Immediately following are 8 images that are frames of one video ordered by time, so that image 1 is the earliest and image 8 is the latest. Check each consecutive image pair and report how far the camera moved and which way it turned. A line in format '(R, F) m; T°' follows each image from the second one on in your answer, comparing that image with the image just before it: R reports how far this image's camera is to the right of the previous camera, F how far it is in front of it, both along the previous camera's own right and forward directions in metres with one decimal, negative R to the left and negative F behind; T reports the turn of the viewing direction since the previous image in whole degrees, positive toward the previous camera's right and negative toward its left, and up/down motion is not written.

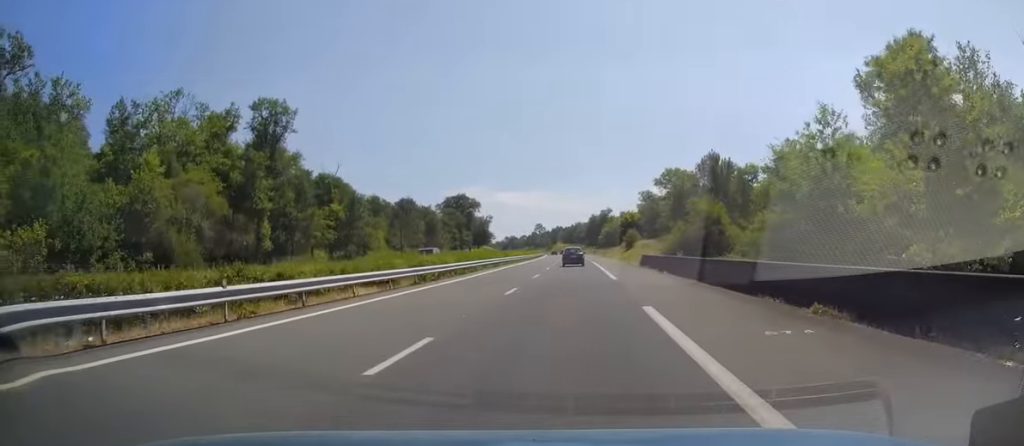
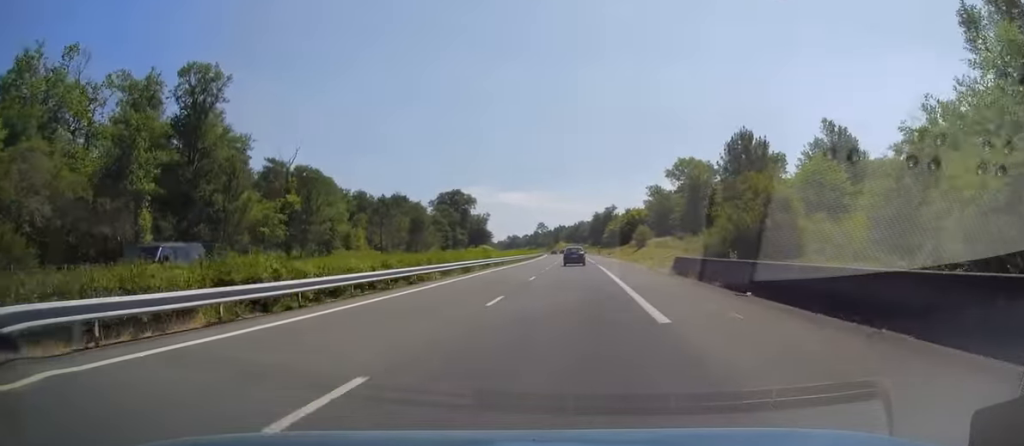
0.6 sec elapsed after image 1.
(-0.2, +16.2) m; 0°
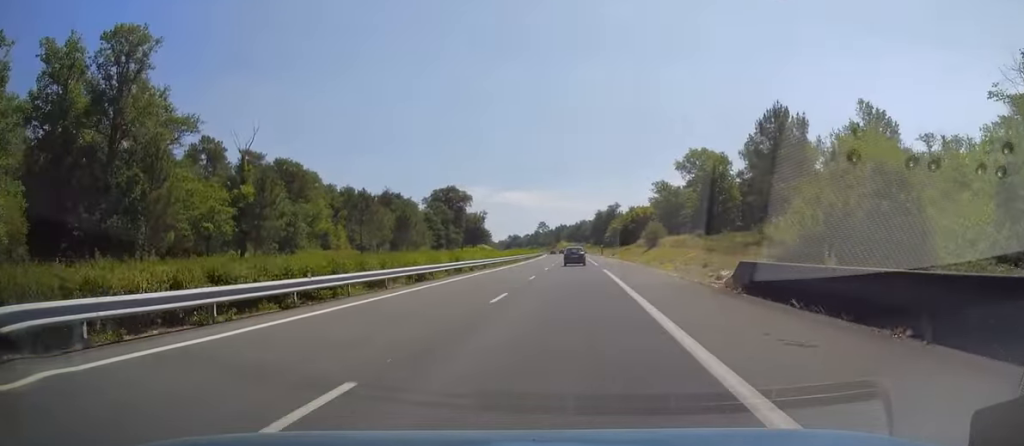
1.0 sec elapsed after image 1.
(0.0, +12.2) m; 0°
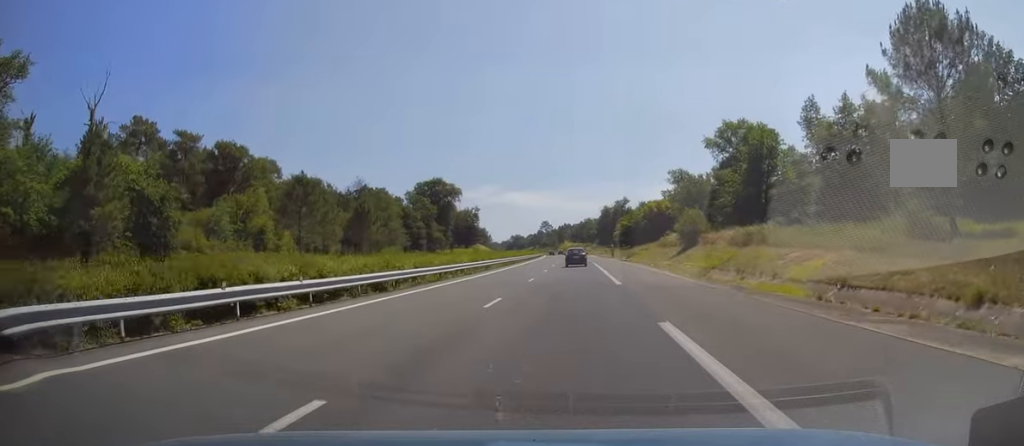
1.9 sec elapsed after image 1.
(+0.3, +27.0) m; 0°
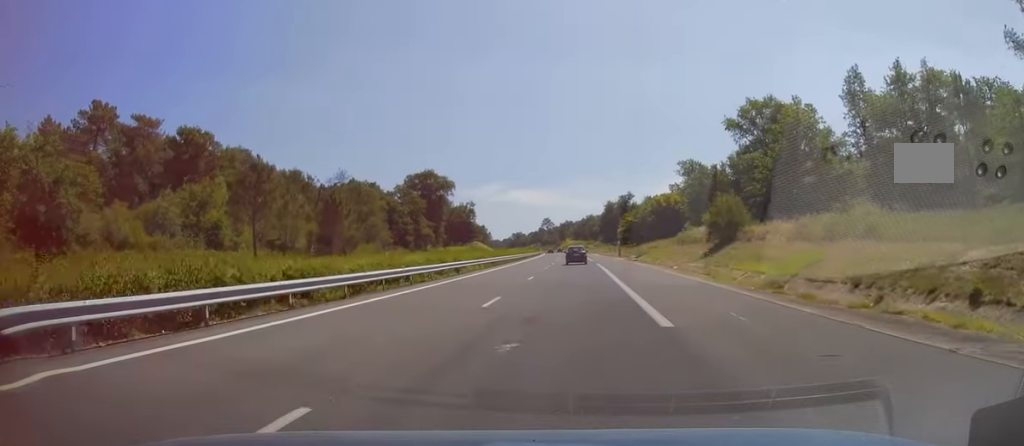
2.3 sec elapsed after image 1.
(-0.1, +13.2) m; -1°
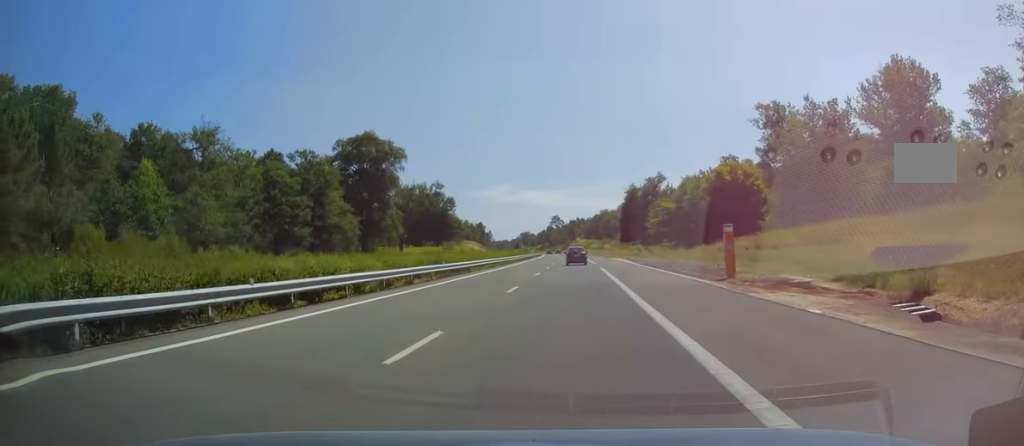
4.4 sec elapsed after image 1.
(-0.8, +59.9) m; -1°
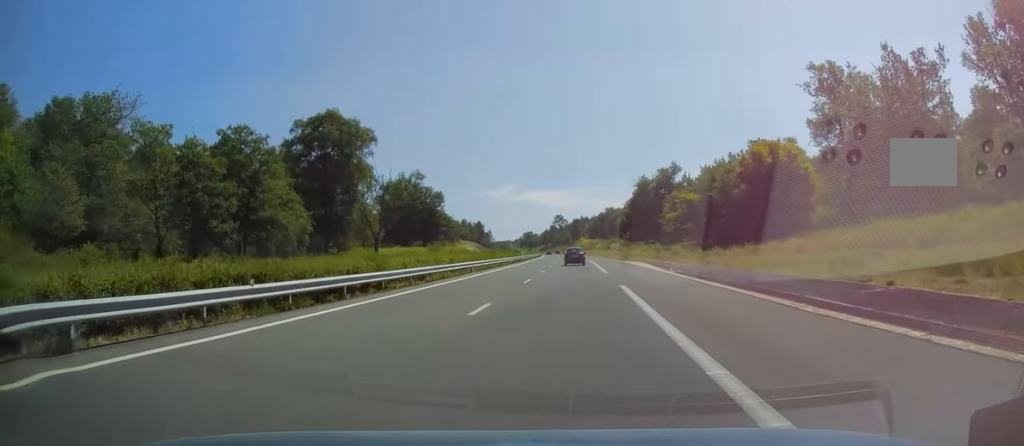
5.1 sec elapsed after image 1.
(0.0, +20.1) m; 0°
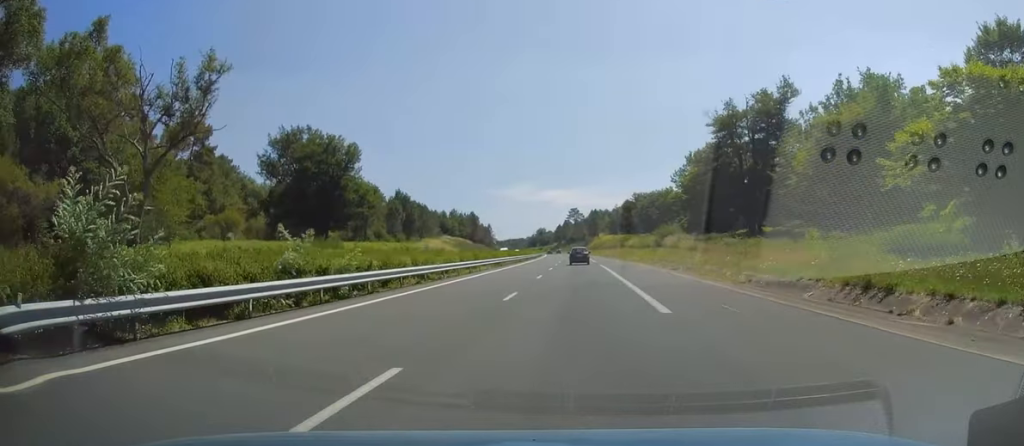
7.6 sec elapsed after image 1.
(-0.8, +74.6) m; -1°
